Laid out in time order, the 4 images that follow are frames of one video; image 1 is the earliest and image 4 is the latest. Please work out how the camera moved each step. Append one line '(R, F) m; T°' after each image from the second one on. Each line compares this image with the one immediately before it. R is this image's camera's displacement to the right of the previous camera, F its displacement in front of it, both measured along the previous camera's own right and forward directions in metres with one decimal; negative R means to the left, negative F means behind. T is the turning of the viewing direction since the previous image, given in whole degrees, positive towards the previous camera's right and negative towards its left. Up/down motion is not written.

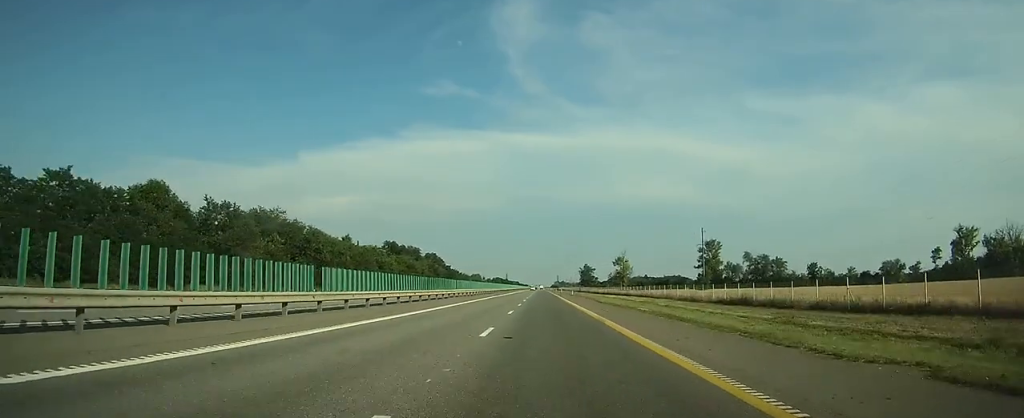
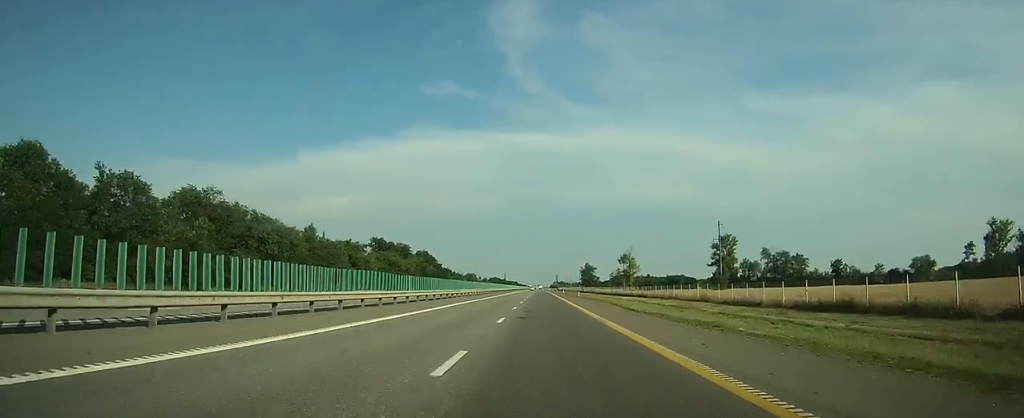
(0.0, +18.6) m; 0°
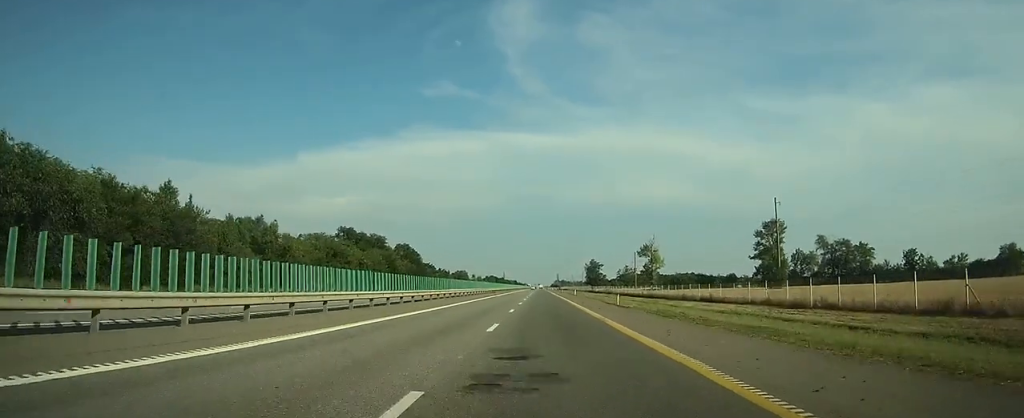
(-0.2, +40.6) m; 0°
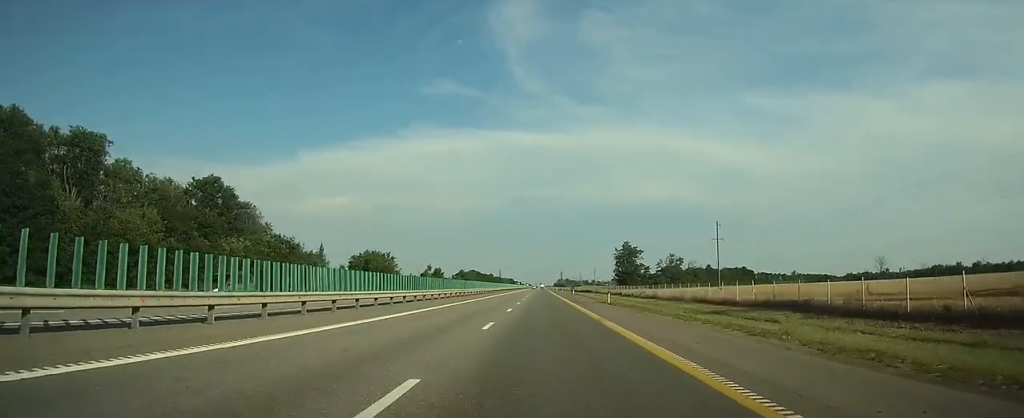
(+0.1, +144.3) m; 0°
